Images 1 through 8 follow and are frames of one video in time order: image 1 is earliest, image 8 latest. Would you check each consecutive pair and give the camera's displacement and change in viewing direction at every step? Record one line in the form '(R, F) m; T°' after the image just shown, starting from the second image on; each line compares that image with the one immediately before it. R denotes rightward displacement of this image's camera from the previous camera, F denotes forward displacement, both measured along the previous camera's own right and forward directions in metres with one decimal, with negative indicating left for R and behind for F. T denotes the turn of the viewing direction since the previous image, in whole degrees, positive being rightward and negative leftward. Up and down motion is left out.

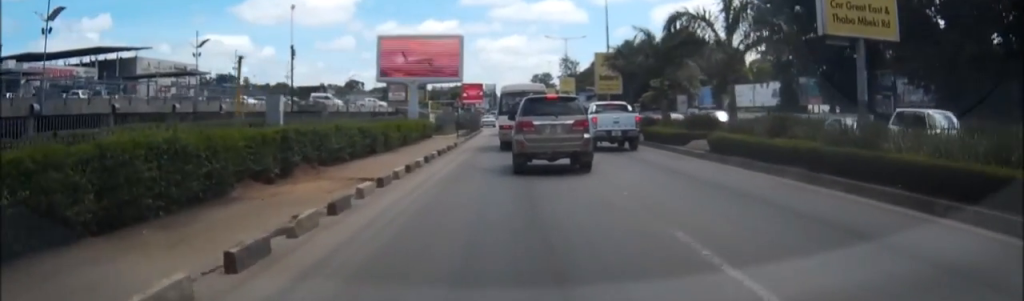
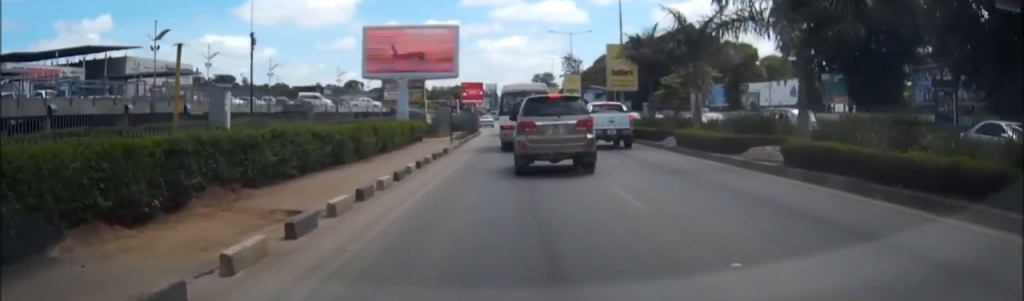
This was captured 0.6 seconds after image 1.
(0.0, +6.3) m; 0°
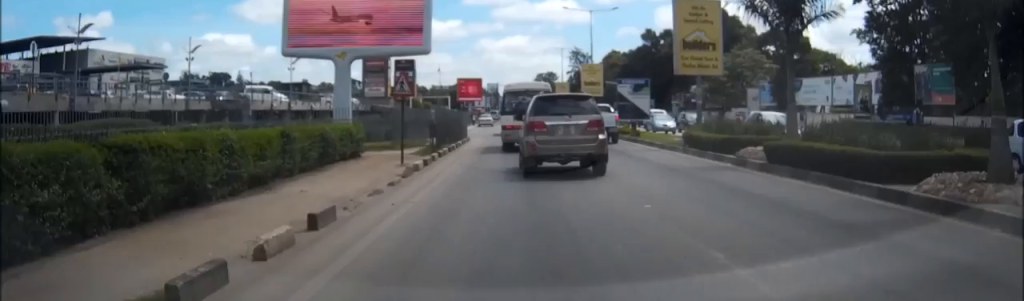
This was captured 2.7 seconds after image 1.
(-0.2, +19.9) m; -1°
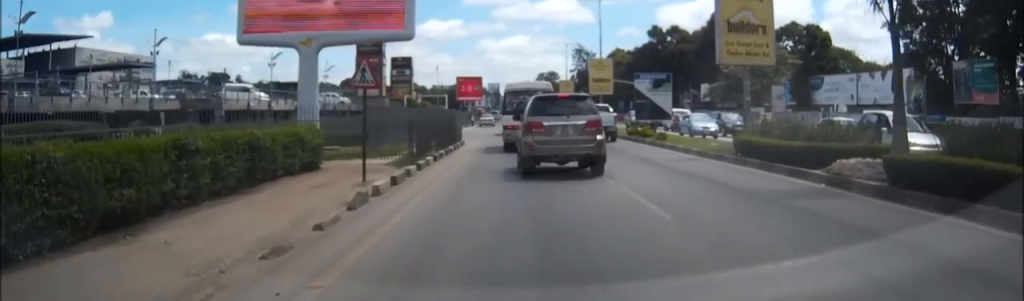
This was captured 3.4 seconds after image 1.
(0.0, +6.1) m; 0°
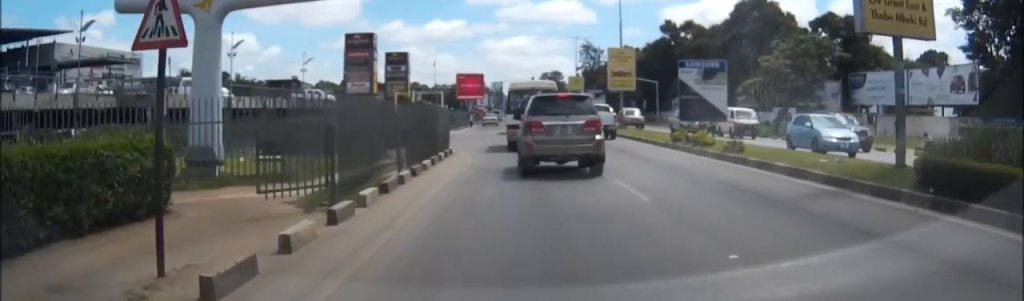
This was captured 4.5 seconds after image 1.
(0.0, +9.9) m; +1°
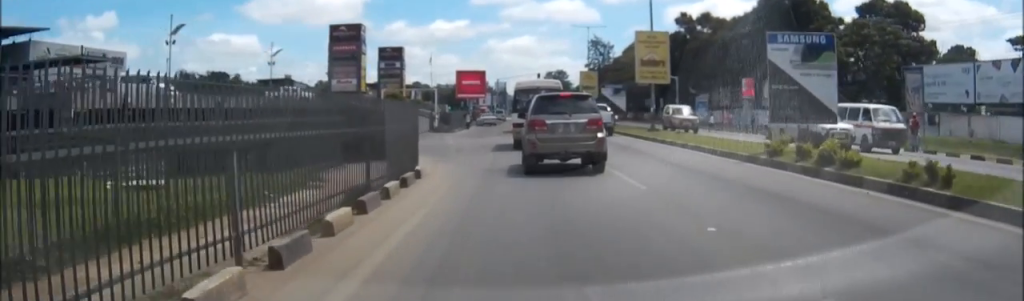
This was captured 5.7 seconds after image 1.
(+0.1, +10.8) m; 0°
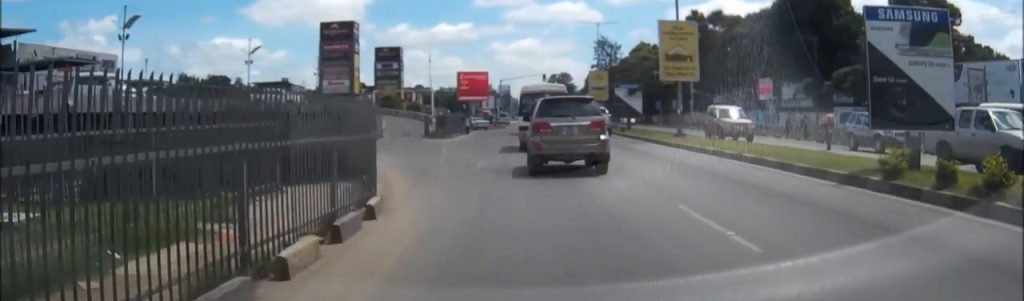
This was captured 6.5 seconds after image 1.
(-0.1, +6.2) m; 0°
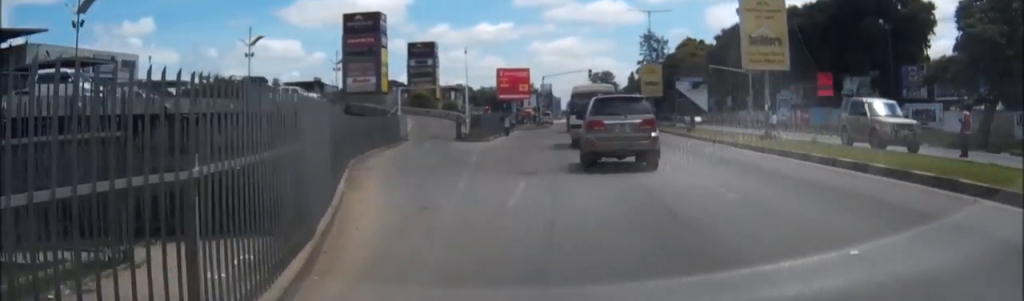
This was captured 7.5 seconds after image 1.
(0.0, +7.7) m; -3°
